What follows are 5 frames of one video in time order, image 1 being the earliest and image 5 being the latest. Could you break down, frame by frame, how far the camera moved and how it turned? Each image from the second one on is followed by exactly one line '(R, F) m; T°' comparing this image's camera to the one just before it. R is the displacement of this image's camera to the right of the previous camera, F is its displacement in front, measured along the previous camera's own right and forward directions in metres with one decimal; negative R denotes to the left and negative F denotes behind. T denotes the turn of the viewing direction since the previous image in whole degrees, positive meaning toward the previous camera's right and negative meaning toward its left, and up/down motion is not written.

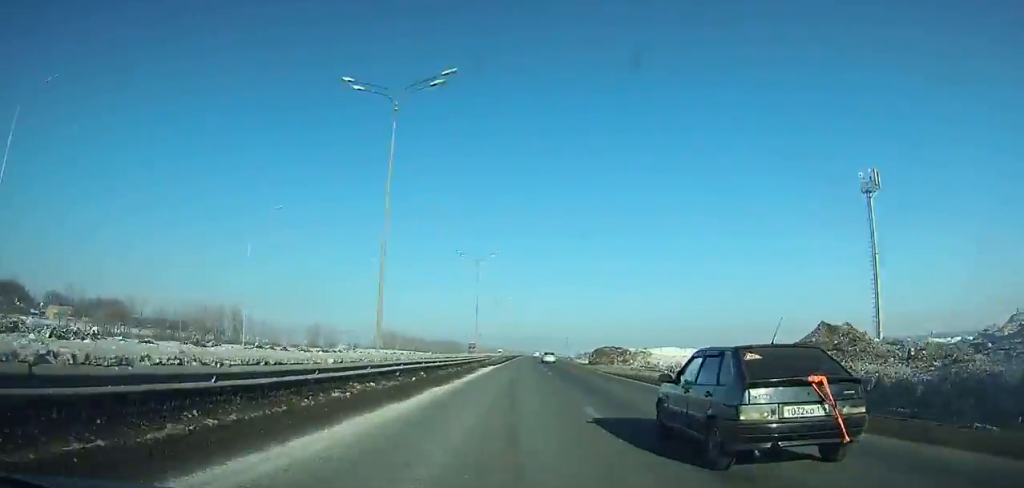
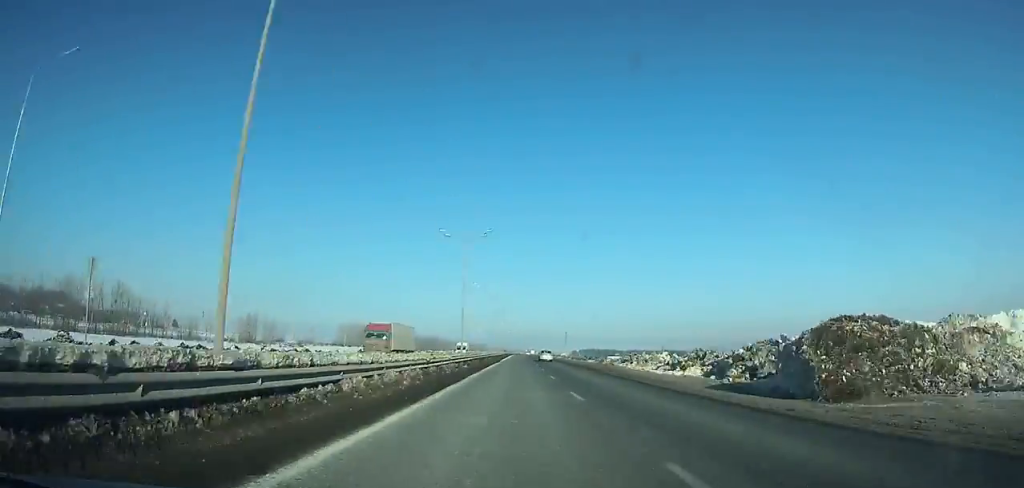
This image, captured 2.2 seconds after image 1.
(+0.5, +55.0) m; +1°
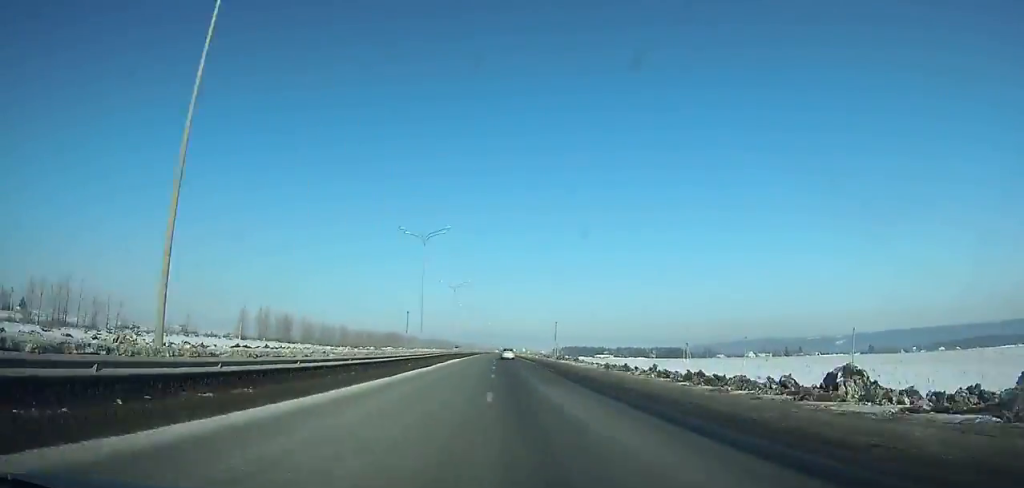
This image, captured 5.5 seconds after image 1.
(+0.9, +83.7) m; +1°
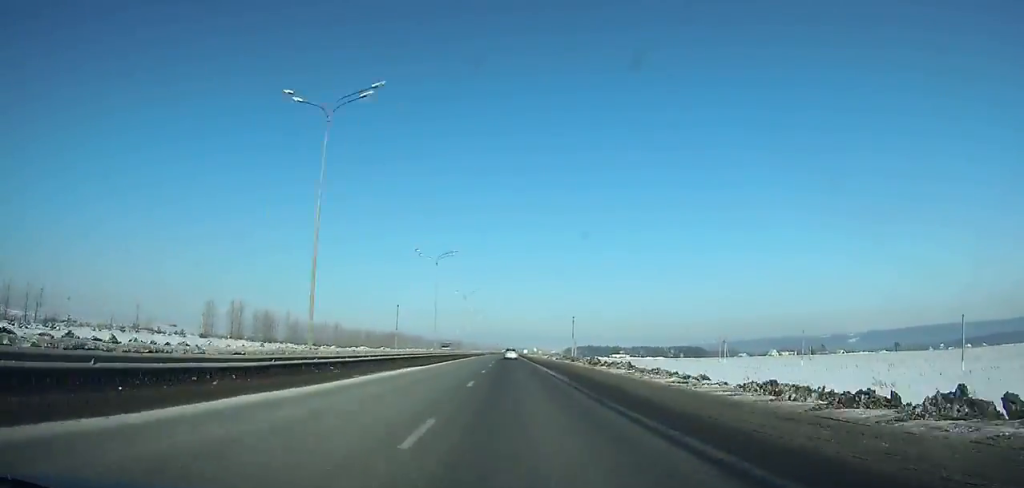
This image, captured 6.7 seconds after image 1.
(+0.2, +30.6) m; 0°
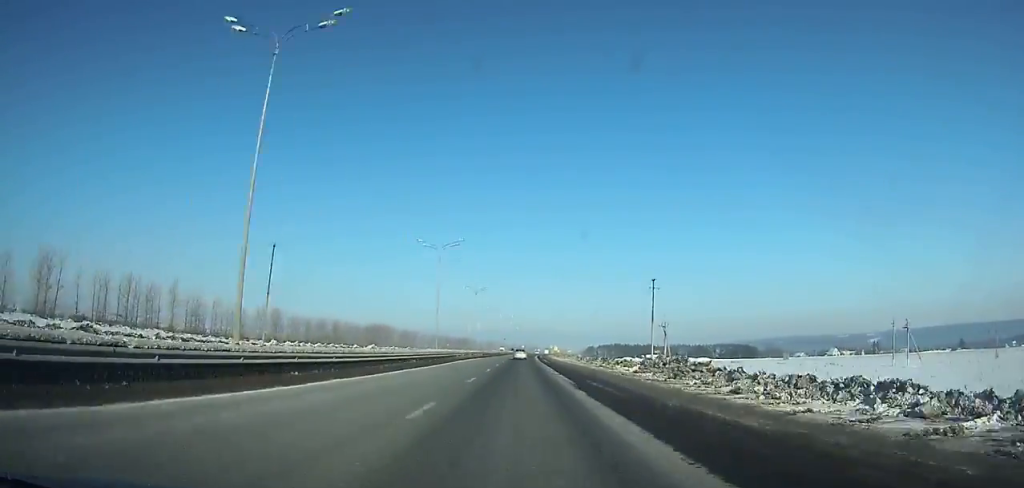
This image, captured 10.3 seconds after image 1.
(-0.8, +92.7) m; 0°
